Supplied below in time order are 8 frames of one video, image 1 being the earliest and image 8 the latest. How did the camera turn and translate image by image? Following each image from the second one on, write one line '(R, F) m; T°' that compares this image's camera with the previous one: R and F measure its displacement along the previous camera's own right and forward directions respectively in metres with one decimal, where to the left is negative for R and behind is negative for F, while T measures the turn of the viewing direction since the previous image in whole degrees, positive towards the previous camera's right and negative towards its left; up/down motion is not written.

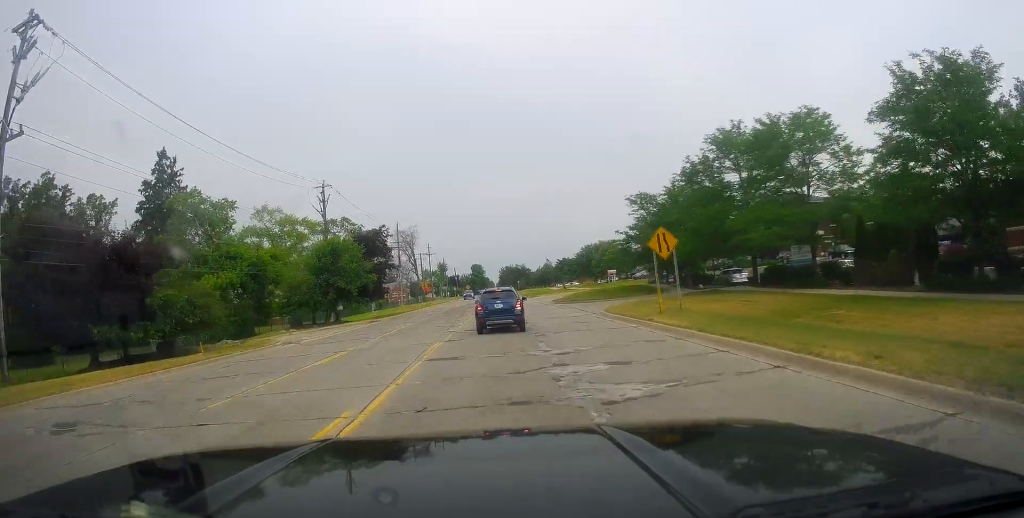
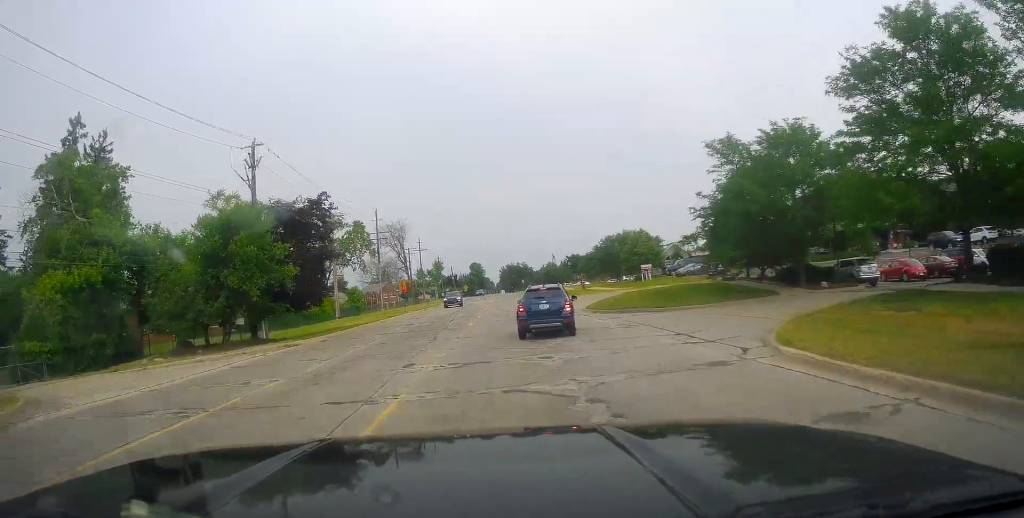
(-0.7, +18.8) m; -1°
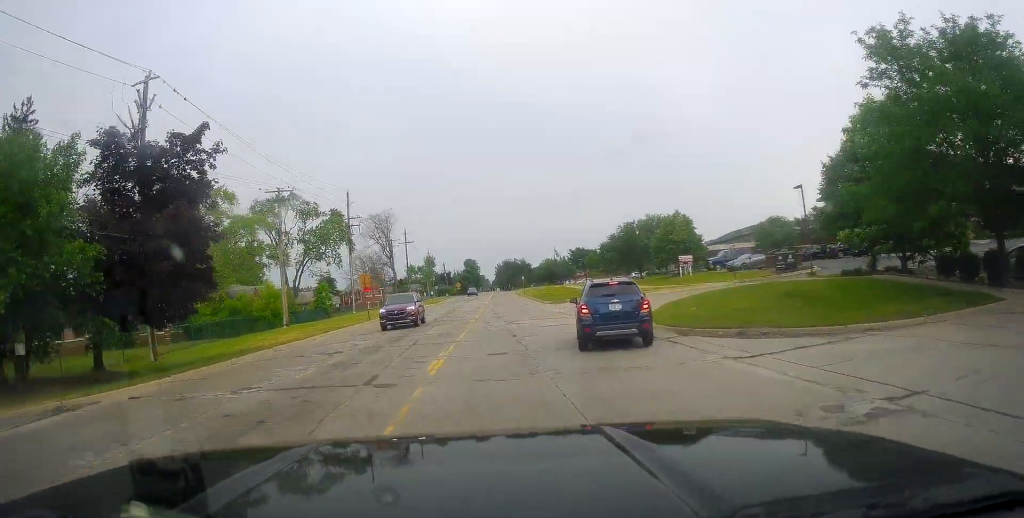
(+0.8, +14.8) m; +3°
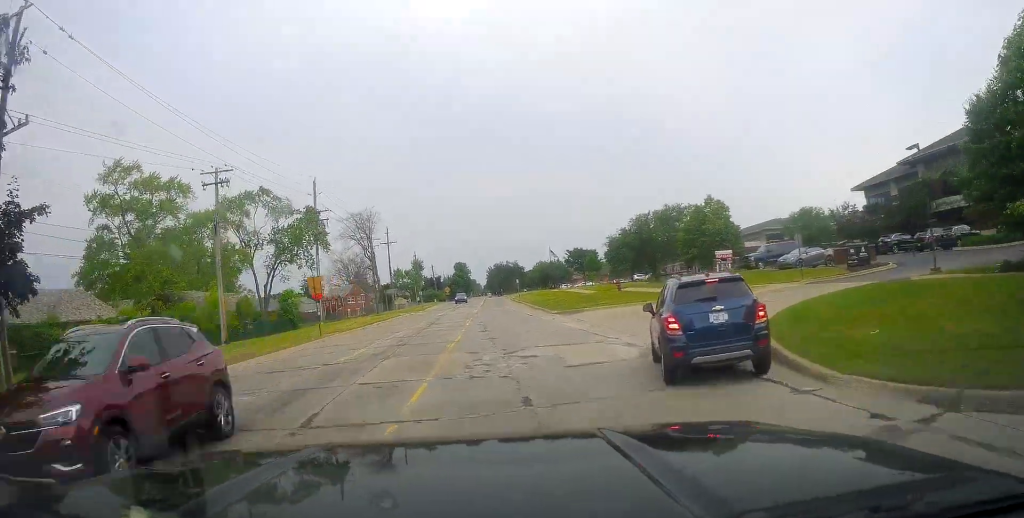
(0.0, +10.2) m; -2°
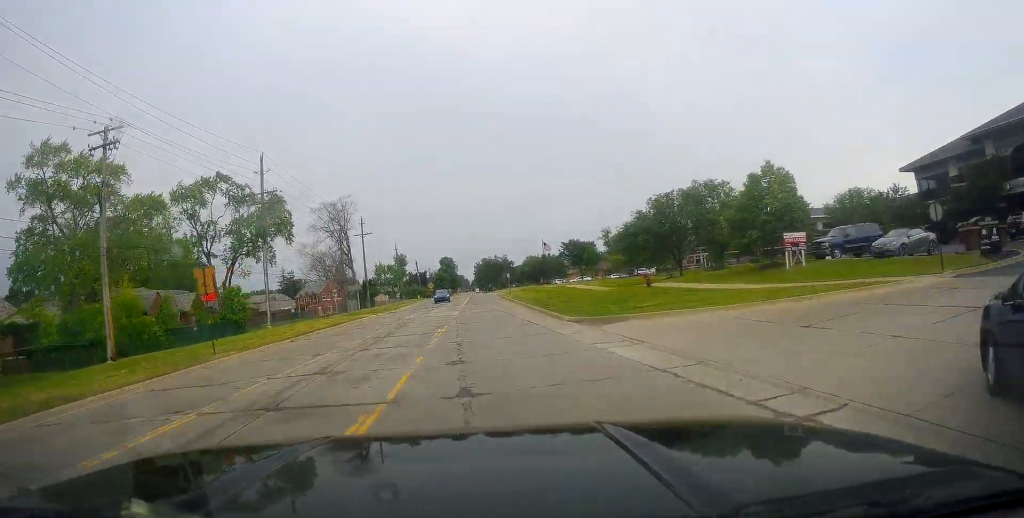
(-0.4, +11.4) m; -1°
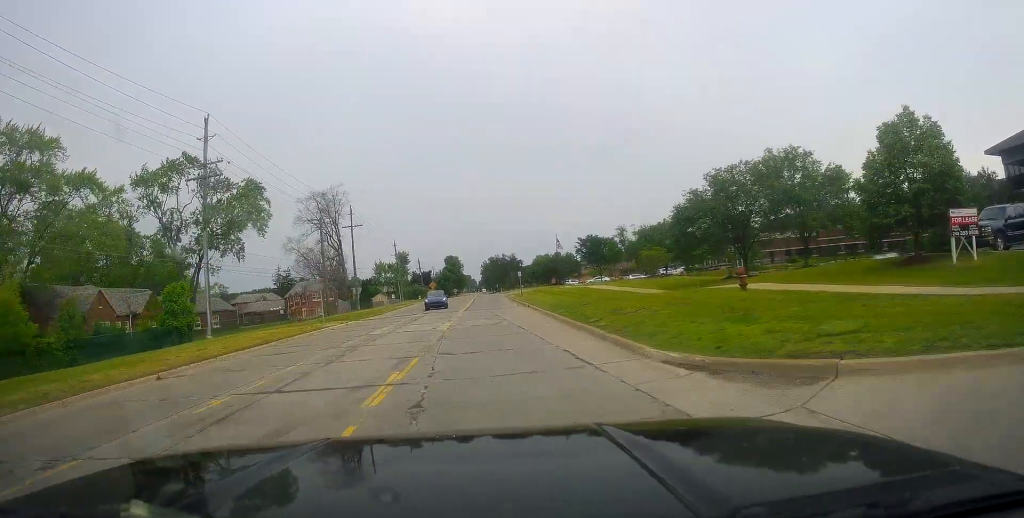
(0.0, +11.8) m; +1°
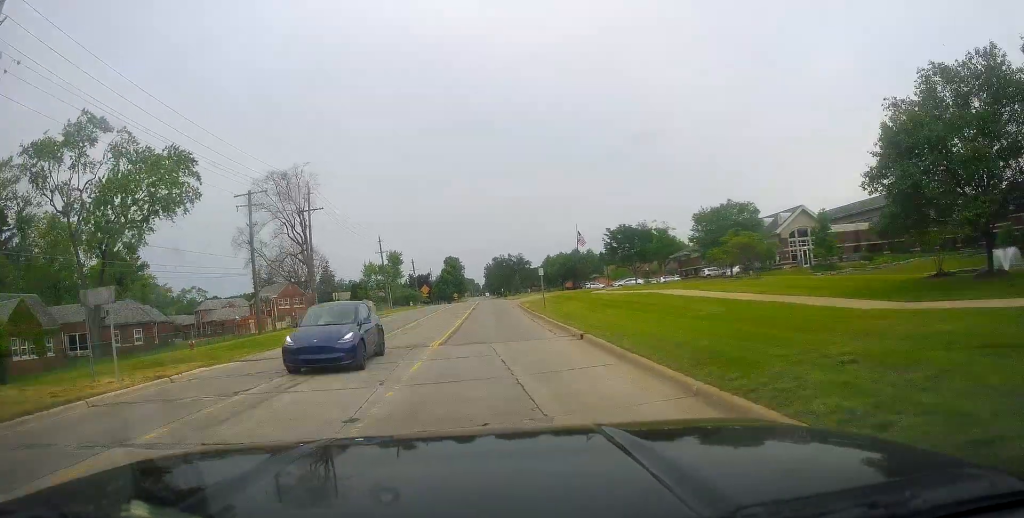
(+0.7, +21.3) m; +1°
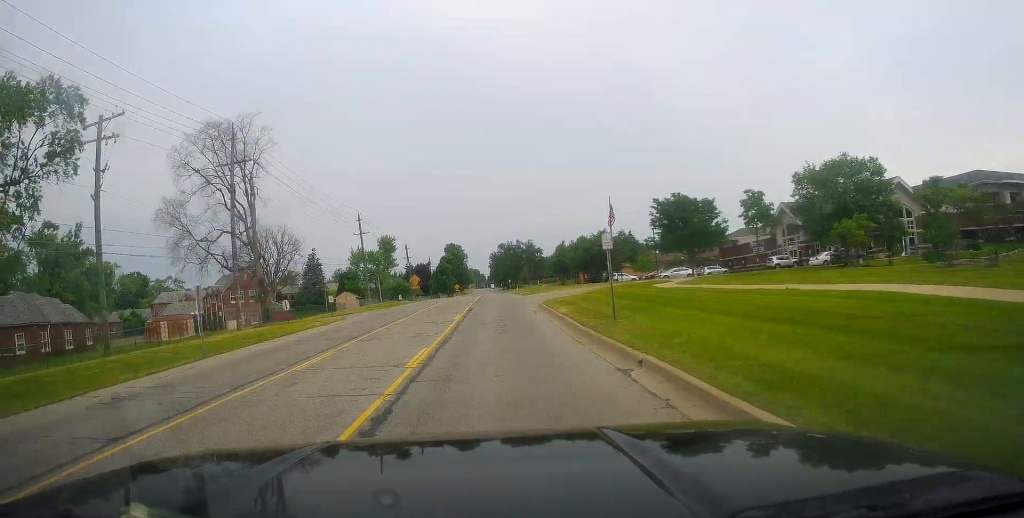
(-0.4, +20.8) m; 0°
